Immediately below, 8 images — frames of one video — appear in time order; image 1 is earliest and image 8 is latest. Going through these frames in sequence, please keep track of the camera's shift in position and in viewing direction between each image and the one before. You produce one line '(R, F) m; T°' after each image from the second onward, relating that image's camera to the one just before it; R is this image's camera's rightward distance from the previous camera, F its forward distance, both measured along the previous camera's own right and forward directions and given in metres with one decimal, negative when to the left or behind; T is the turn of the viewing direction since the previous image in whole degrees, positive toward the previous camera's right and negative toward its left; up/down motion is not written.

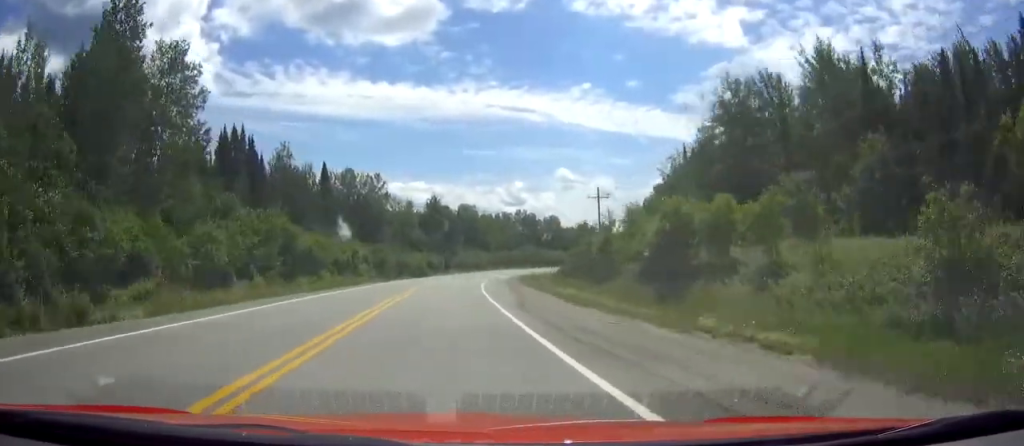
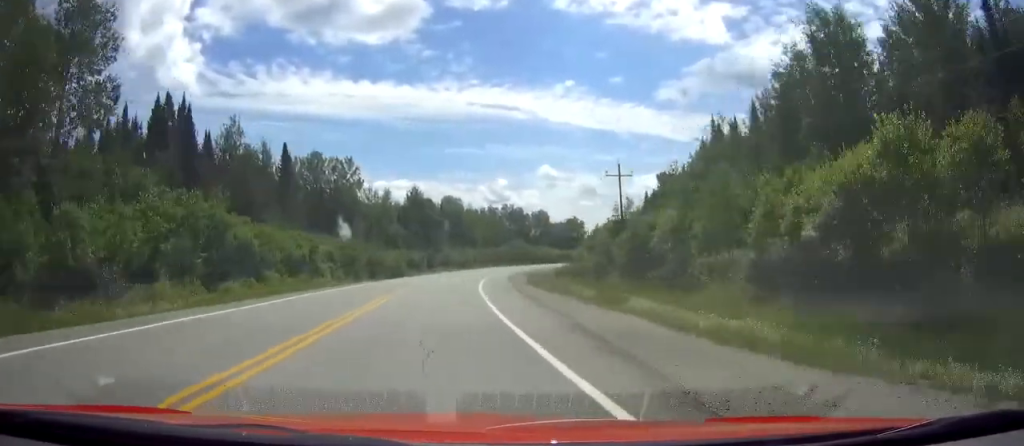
(+0.3, +16.8) m; +1°
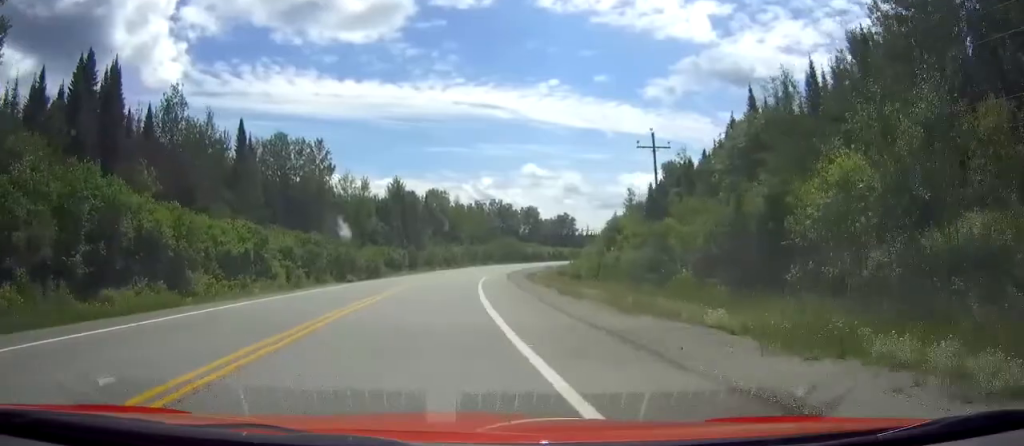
(0.0, +14.7) m; 0°
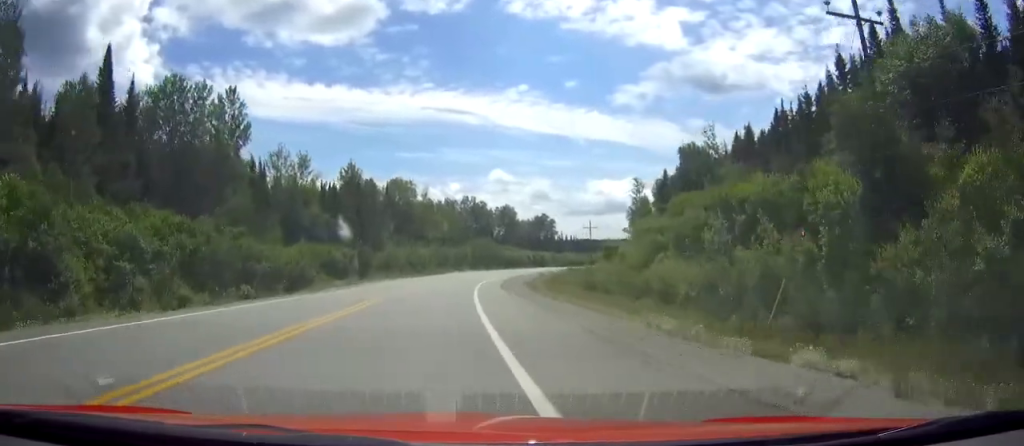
(0.0, +29.3) m; 0°
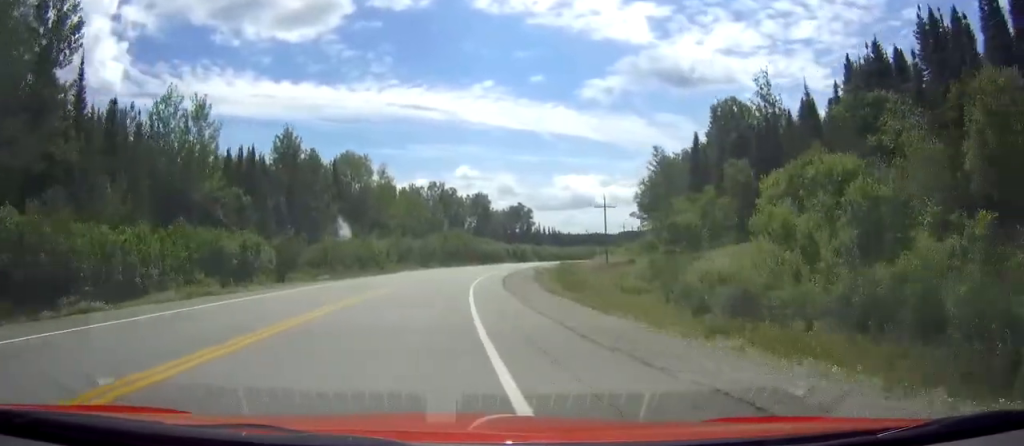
(0.0, +29.3) m; 0°
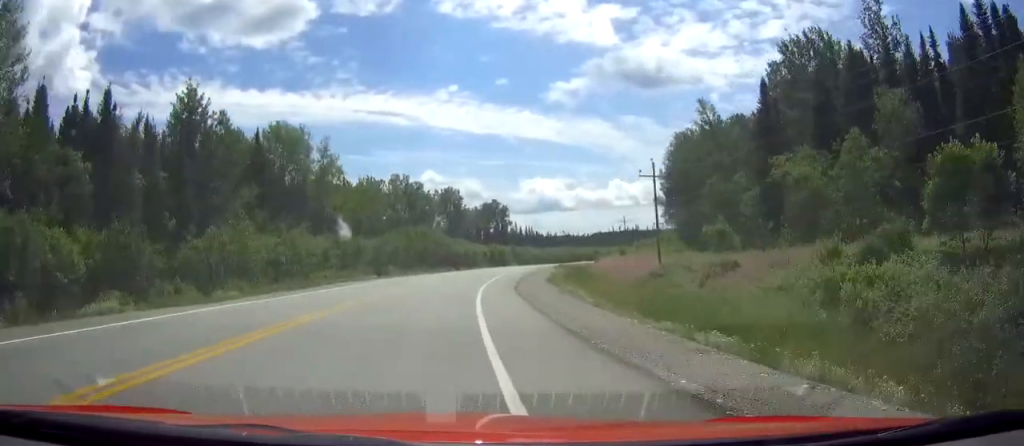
(0.0, +29.3) m; +2°
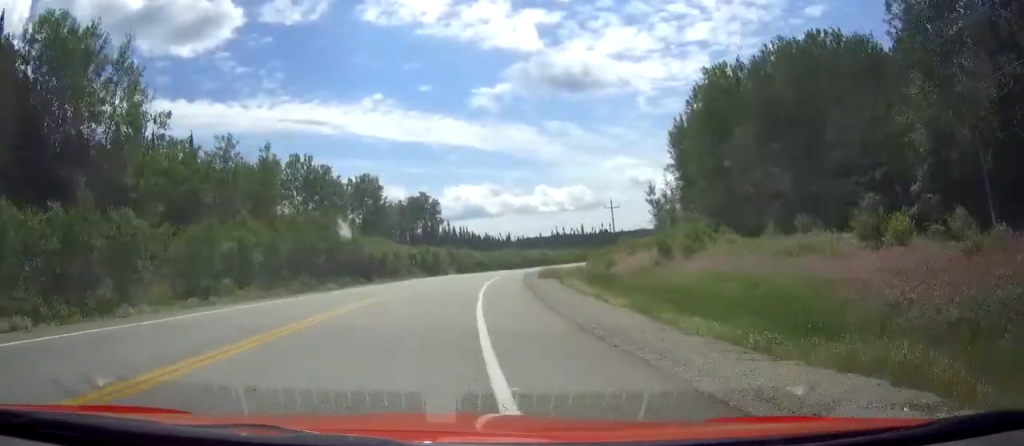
(+2.8, +43.8) m; +9°
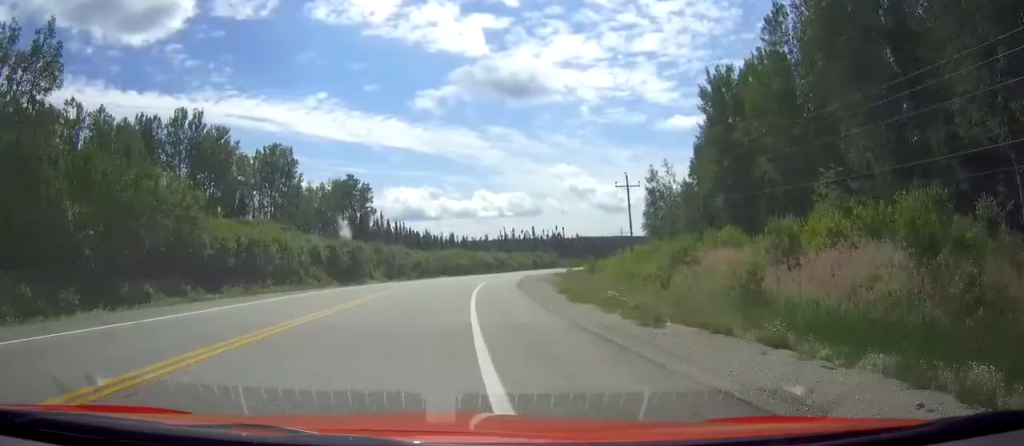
(+1.8, +36.6) m; +6°
